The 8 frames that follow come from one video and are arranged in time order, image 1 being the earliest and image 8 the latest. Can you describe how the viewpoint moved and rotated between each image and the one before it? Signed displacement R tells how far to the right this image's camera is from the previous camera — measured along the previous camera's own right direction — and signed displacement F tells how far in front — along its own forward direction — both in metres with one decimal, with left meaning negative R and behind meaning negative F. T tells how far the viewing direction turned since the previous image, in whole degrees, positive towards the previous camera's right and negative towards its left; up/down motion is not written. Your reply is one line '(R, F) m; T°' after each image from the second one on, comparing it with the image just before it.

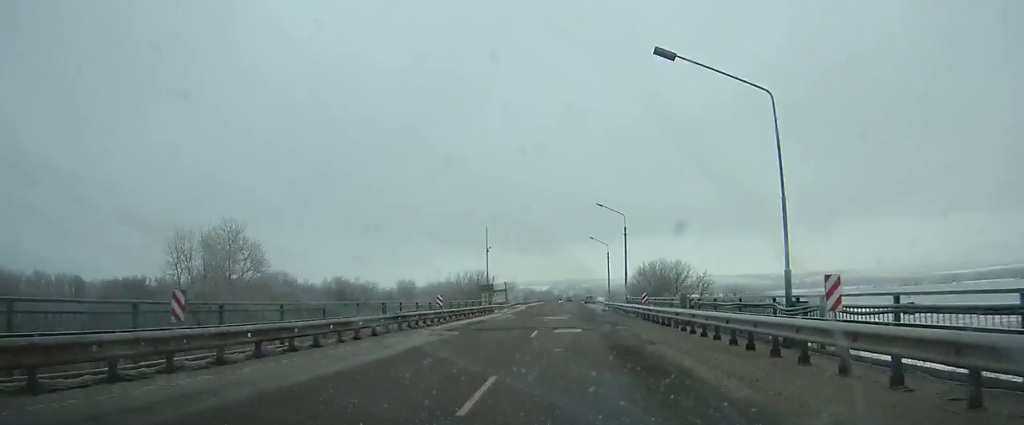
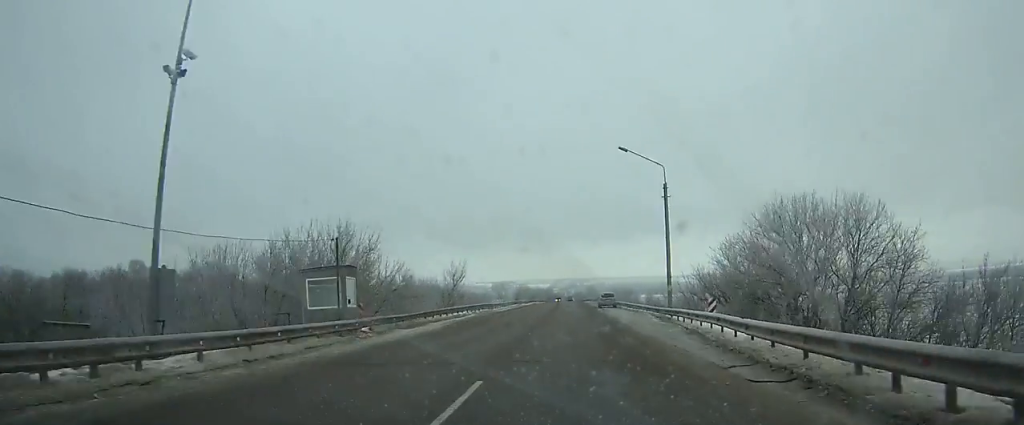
(0.0, +52.7) m; 0°
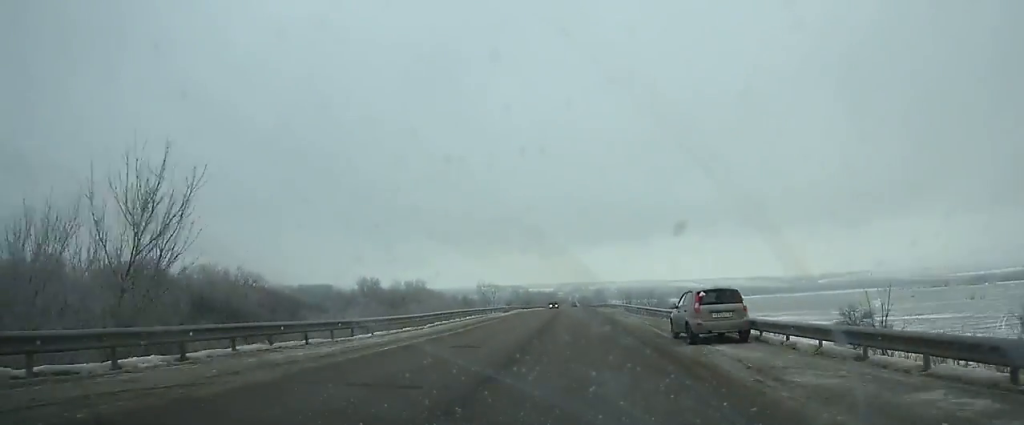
(0.0, +42.7) m; 0°
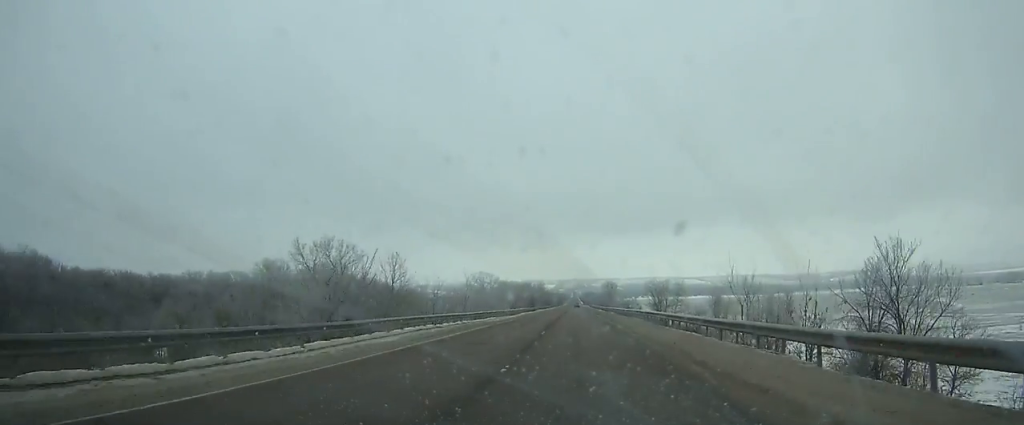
(0.0, +111.1) m; 0°
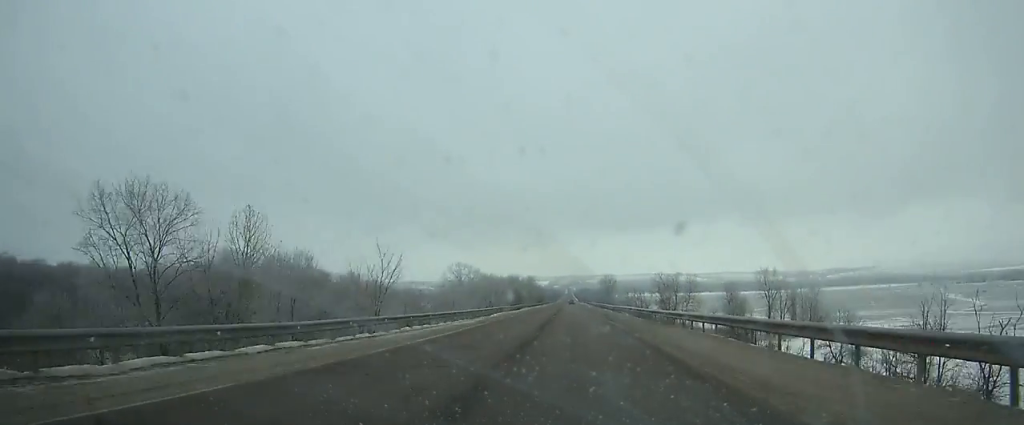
(0.0, +26.3) m; 0°
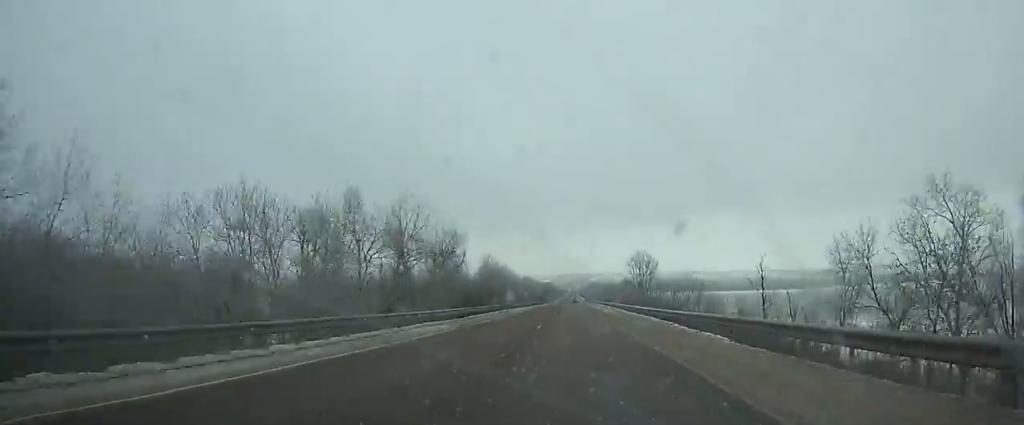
(-0.2, +129.3) m; 0°
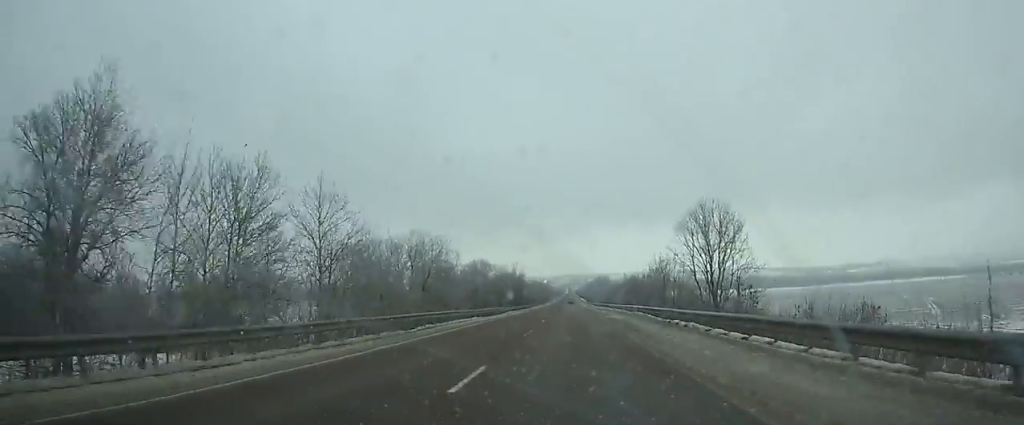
(0.0, +78.2) m; 0°
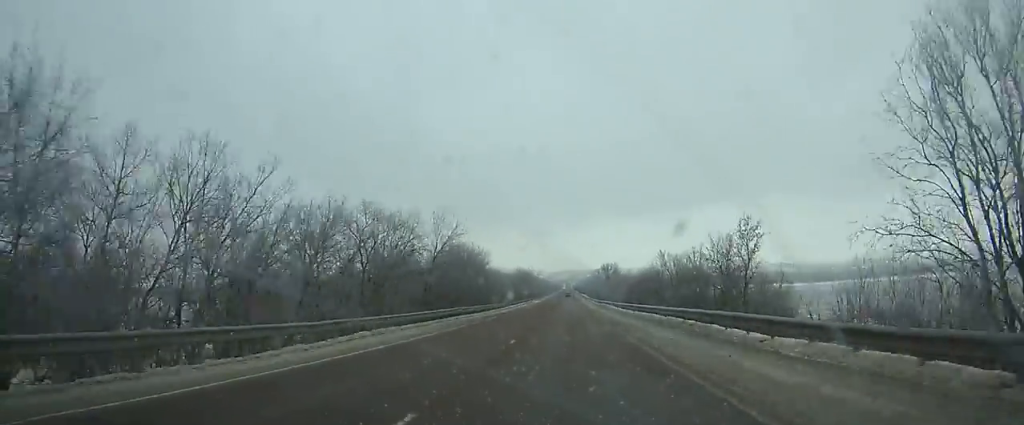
(0.0, +53.1) m; 0°
